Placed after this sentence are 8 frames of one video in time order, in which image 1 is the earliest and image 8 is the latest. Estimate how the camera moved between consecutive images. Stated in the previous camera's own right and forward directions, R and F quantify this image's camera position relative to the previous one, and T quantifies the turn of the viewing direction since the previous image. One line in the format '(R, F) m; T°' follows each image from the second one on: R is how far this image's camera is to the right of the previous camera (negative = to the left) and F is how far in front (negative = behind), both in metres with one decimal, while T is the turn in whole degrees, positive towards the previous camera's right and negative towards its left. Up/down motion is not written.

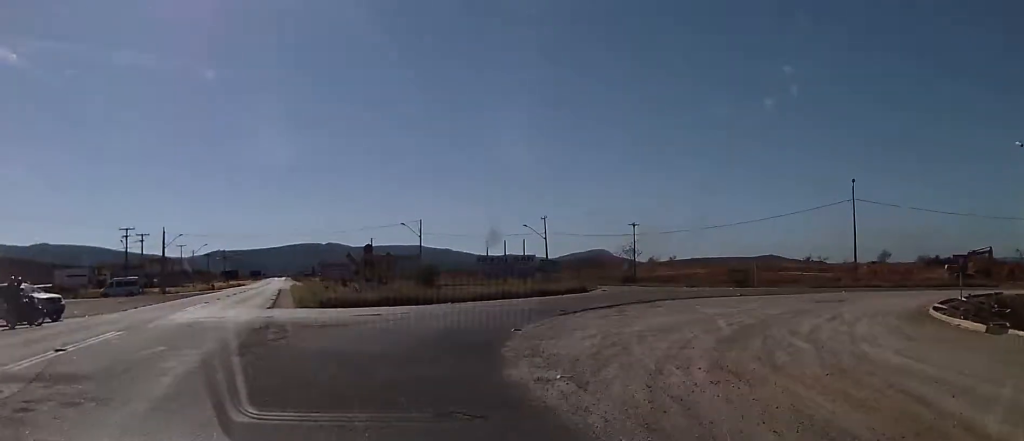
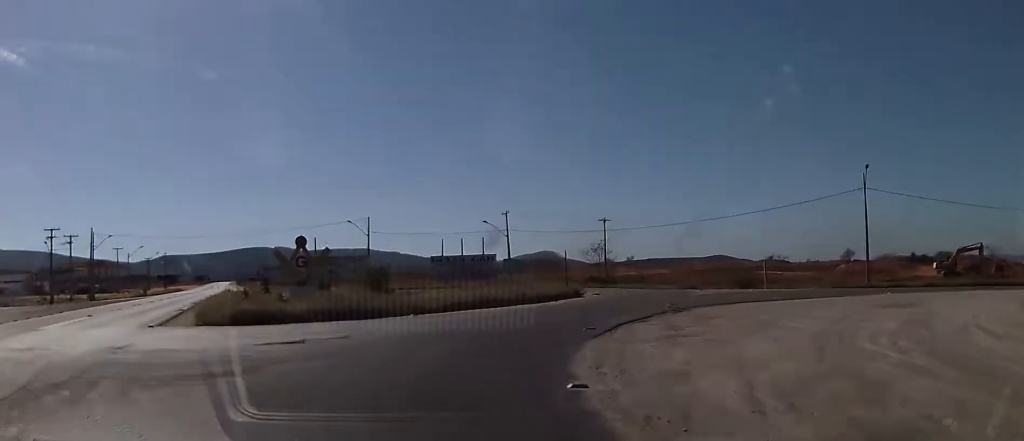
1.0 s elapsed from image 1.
(+0.1, +8.9) m; +4°
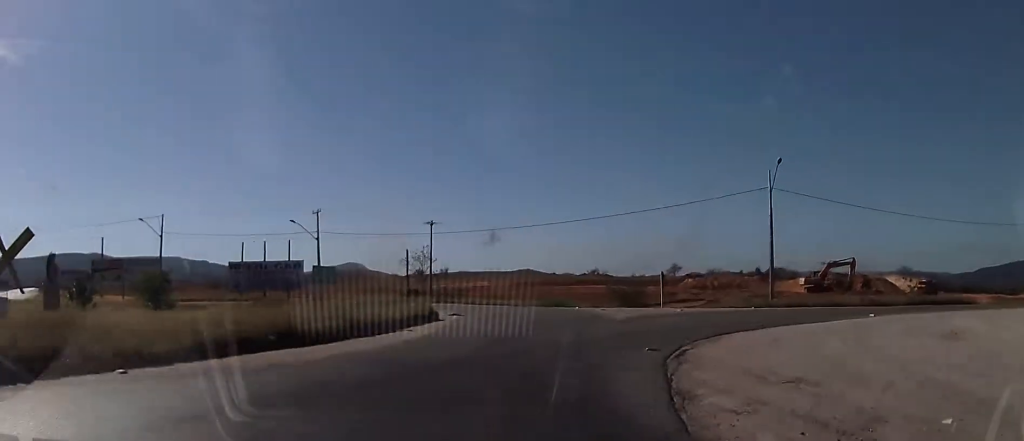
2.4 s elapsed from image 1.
(+1.6, +11.7) m; +19°
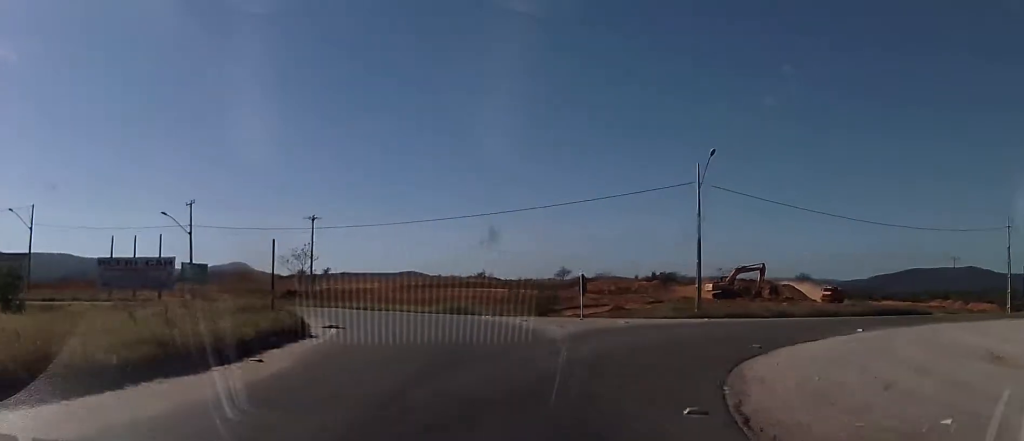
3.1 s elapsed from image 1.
(+0.5, +5.8) m; +9°
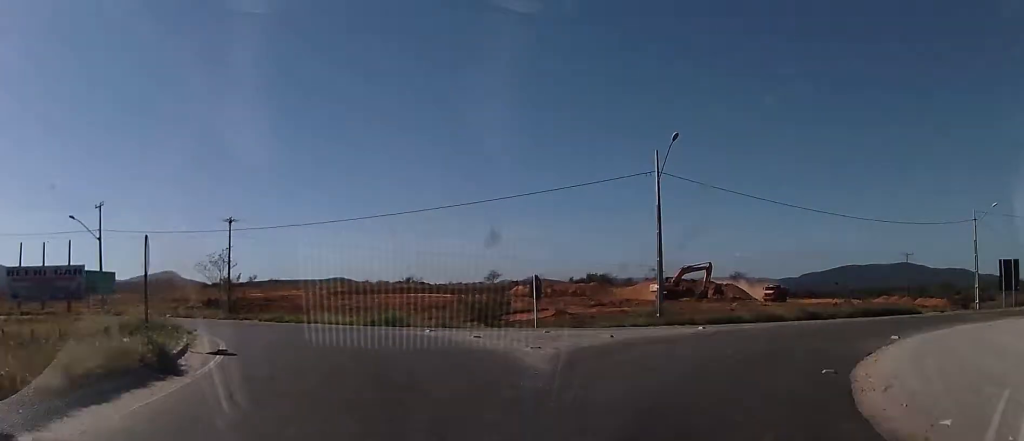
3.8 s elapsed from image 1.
(+0.2, +4.9) m; +6°
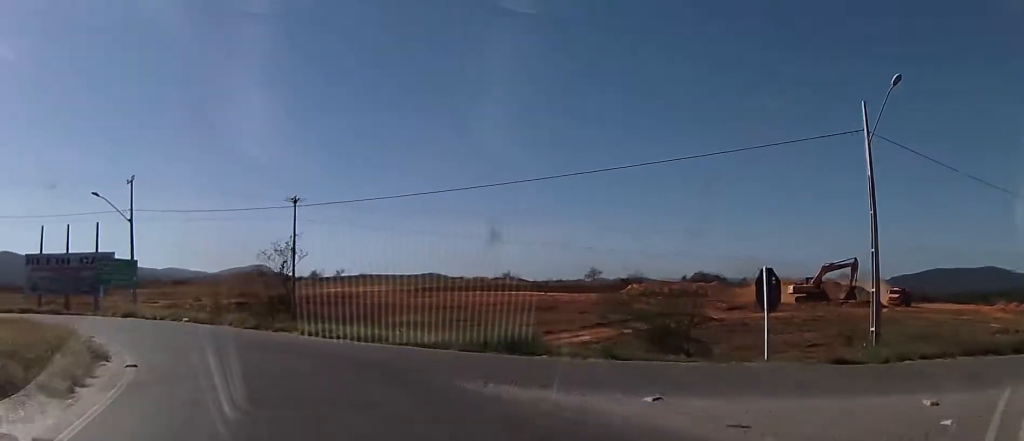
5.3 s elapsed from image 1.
(+0.6, +11.3) m; -6°
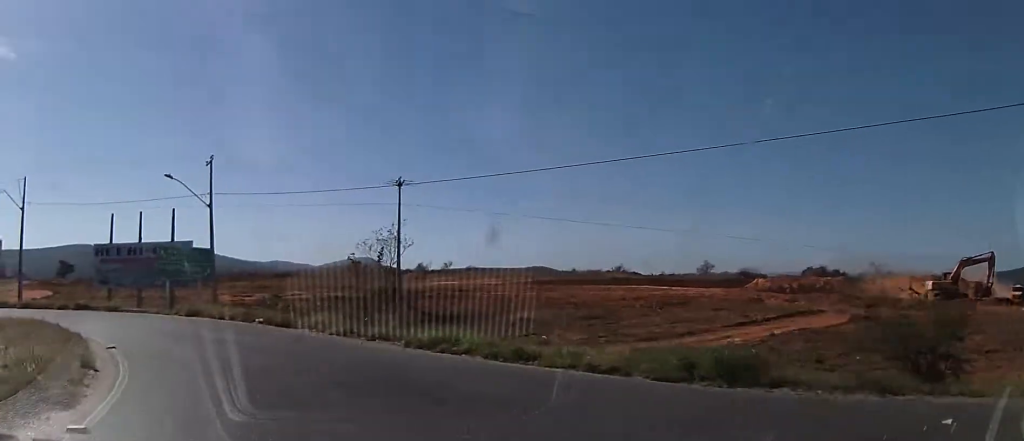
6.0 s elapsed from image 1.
(-0.6, +5.5) m; -11°
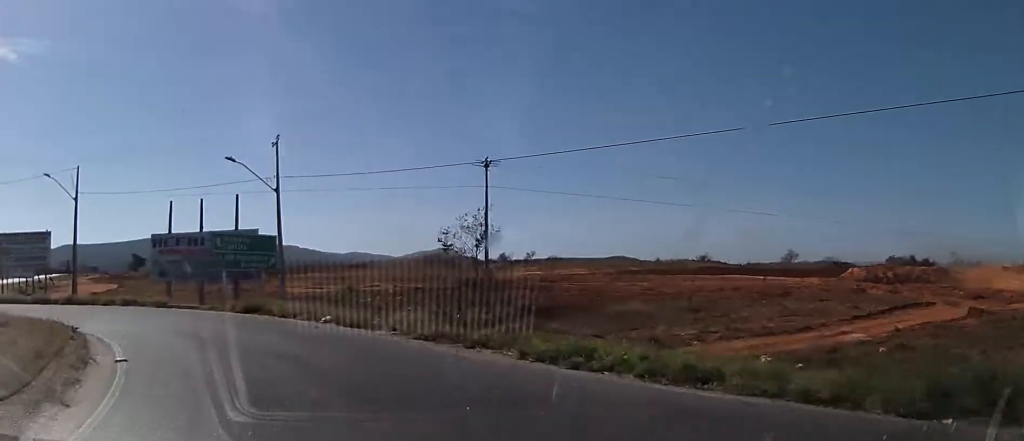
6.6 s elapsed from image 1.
(-0.1, +3.8) m; -8°
